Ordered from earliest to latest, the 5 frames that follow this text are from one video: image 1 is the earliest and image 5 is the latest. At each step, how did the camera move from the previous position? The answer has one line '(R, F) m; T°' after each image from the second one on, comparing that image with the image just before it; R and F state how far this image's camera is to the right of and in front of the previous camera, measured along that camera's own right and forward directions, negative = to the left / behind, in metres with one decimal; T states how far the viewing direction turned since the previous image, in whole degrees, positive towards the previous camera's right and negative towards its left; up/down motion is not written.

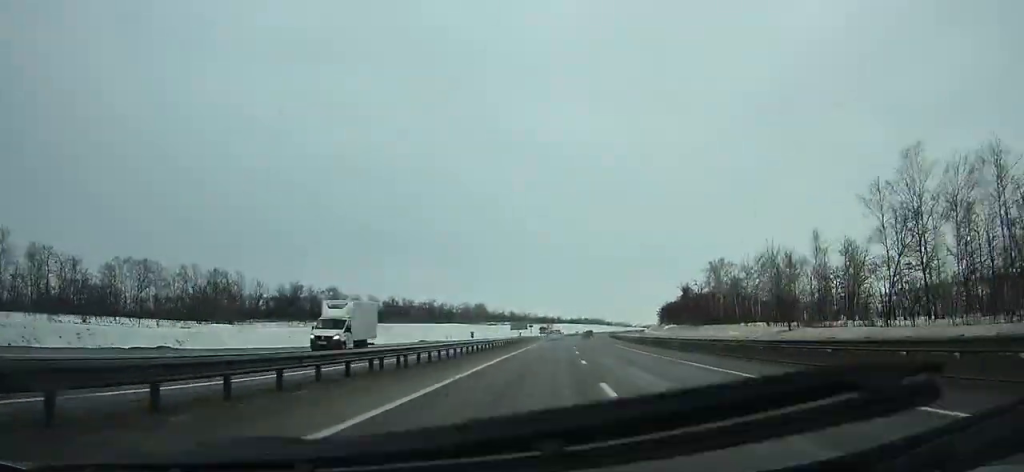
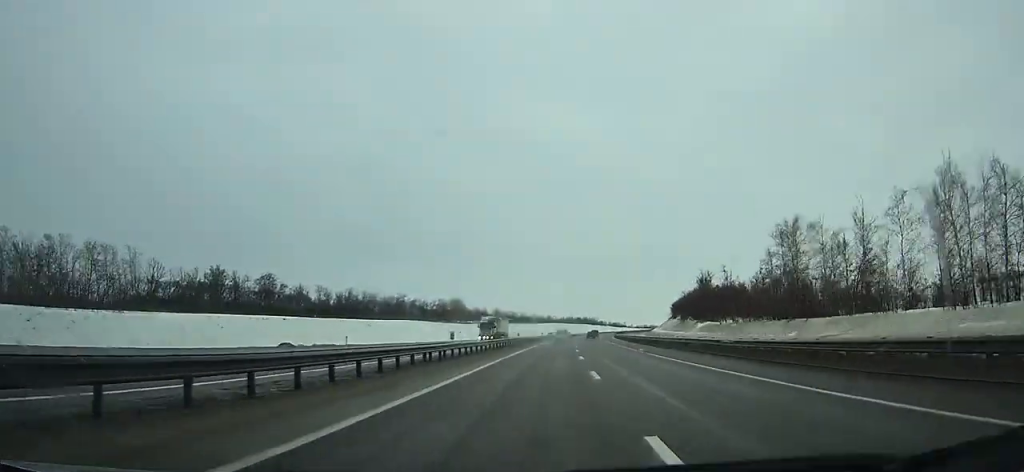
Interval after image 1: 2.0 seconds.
(+0.3, +42.0) m; +1°
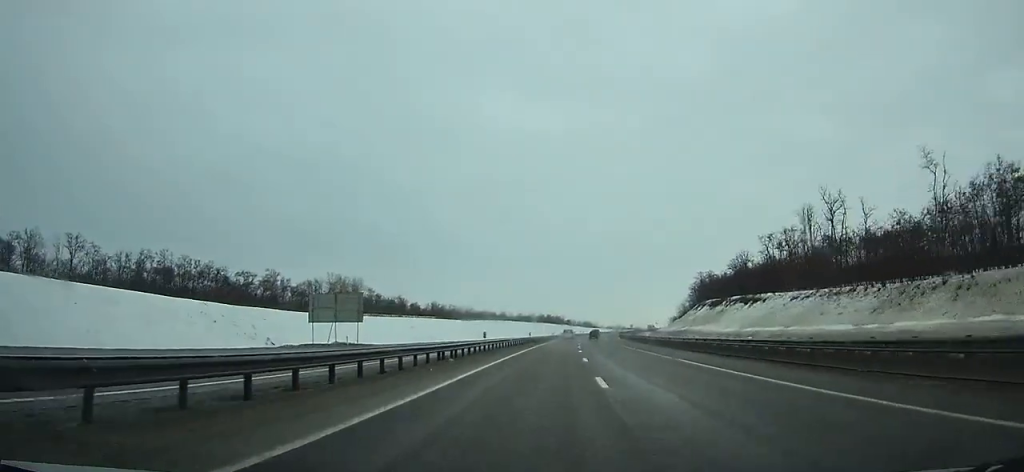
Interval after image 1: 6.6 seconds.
(+3.2, +97.6) m; +4°
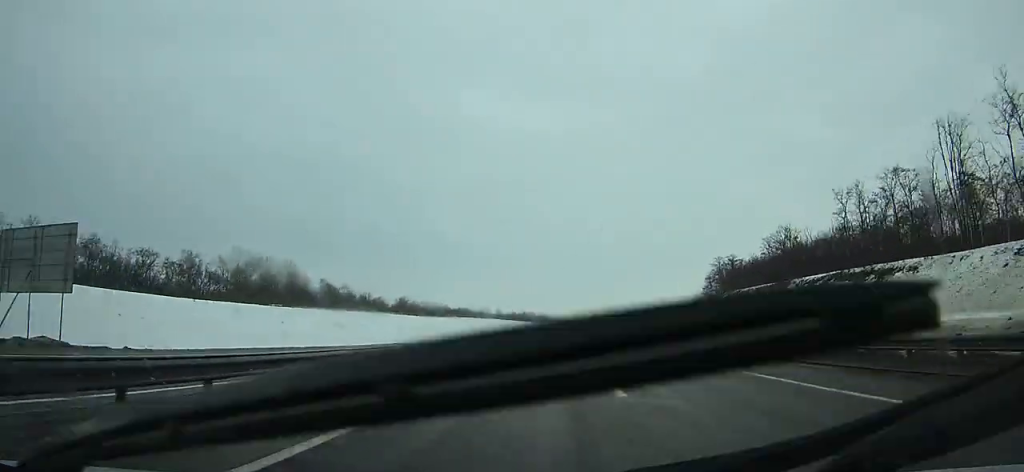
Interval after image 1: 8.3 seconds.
(+0.1, +36.4) m; +2°
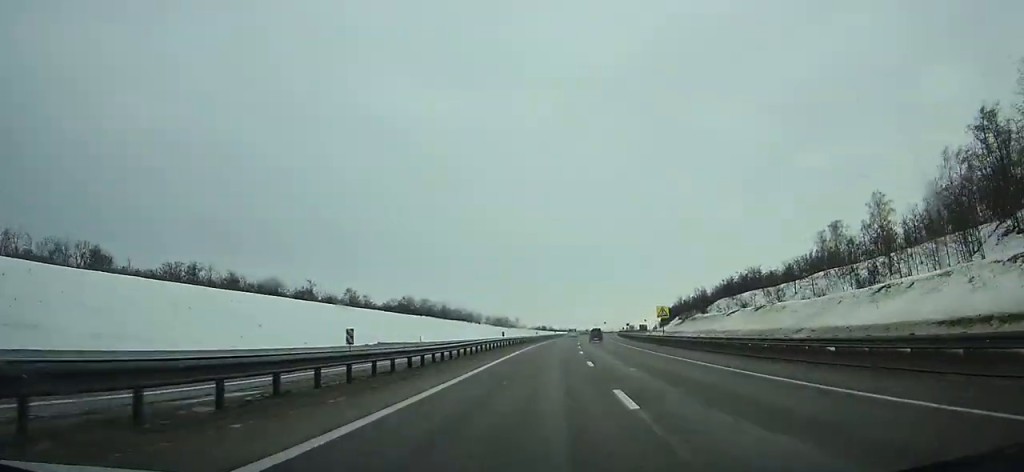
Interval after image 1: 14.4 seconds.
(+7.5, +133.2) m; +6°
